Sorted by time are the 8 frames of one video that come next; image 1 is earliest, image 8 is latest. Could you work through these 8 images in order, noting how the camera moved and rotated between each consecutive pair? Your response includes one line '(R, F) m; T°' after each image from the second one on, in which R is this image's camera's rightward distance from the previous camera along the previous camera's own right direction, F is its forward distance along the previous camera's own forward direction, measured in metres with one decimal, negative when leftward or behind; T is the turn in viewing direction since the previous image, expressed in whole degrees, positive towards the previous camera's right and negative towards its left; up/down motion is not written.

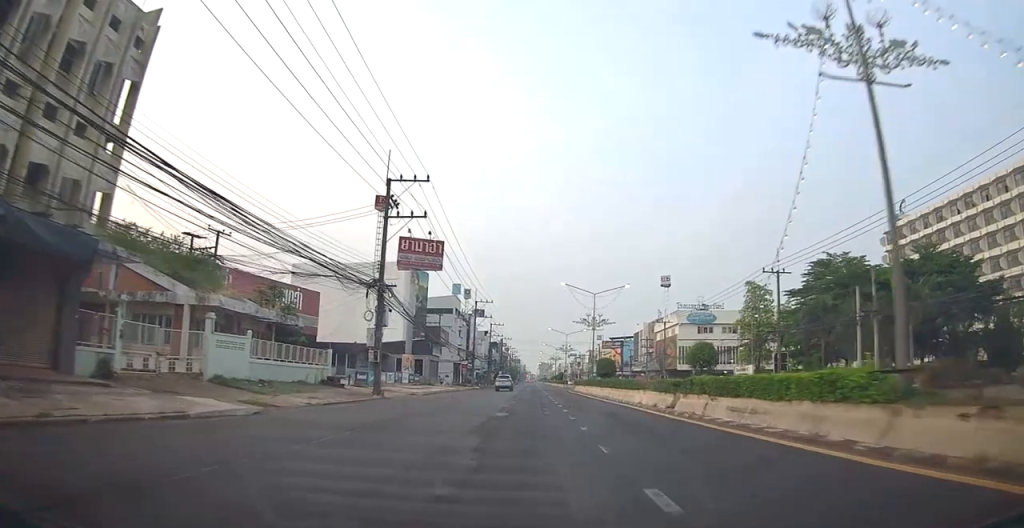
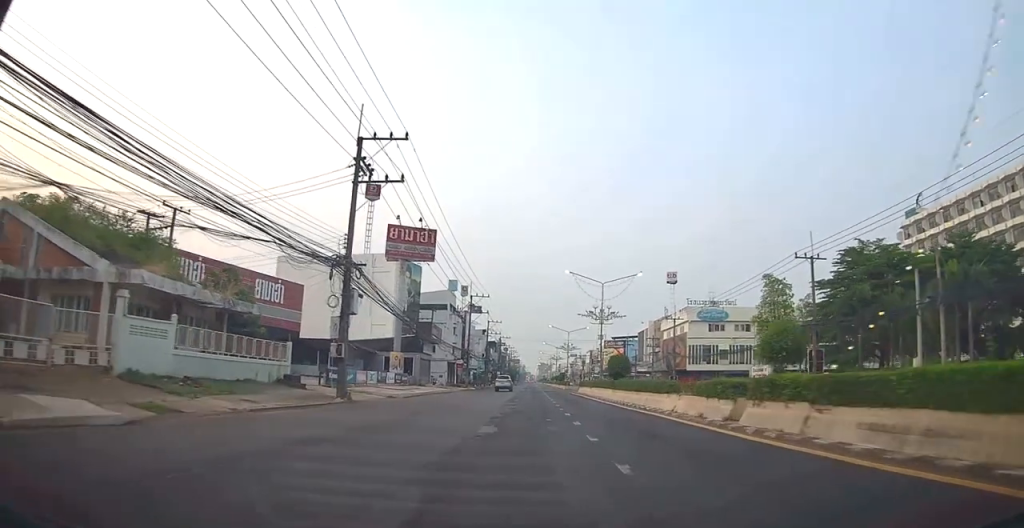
(0.0, +6.3) m; +1°
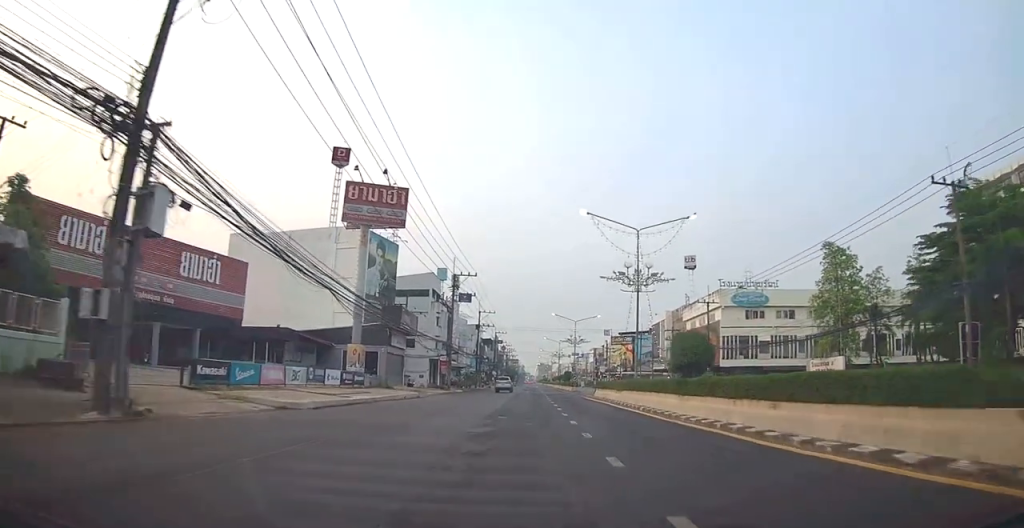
(+0.5, +16.6) m; +4°
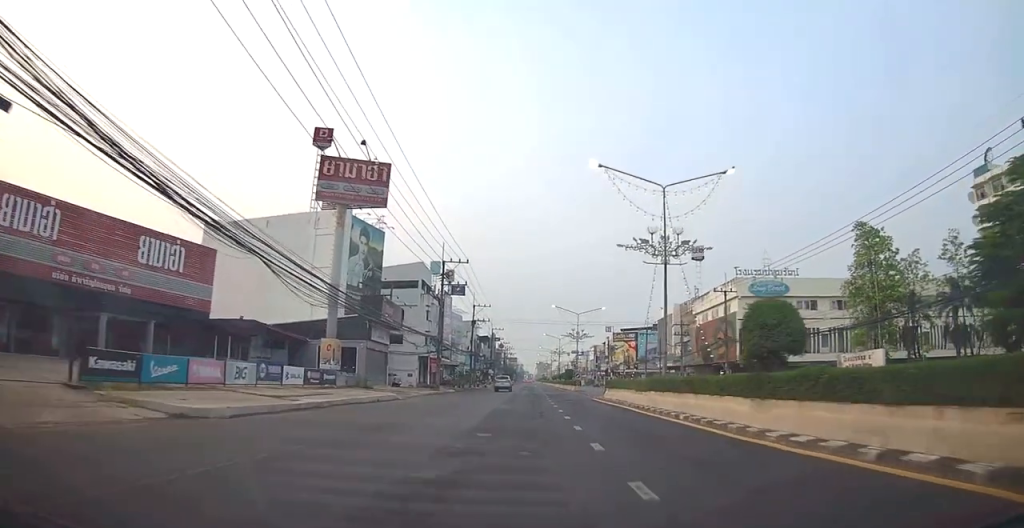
(+0.4, +6.9) m; 0°
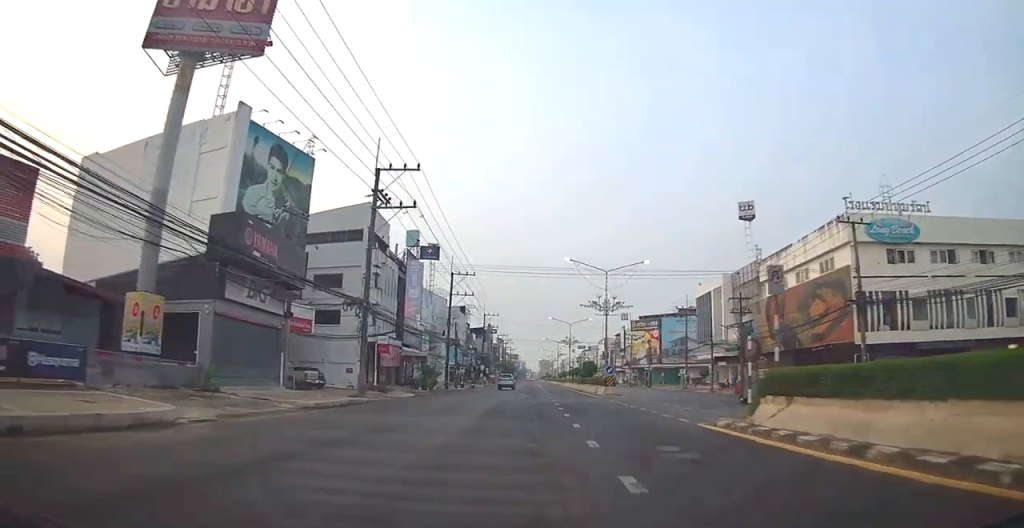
(-1.1, +25.6) m; -4°
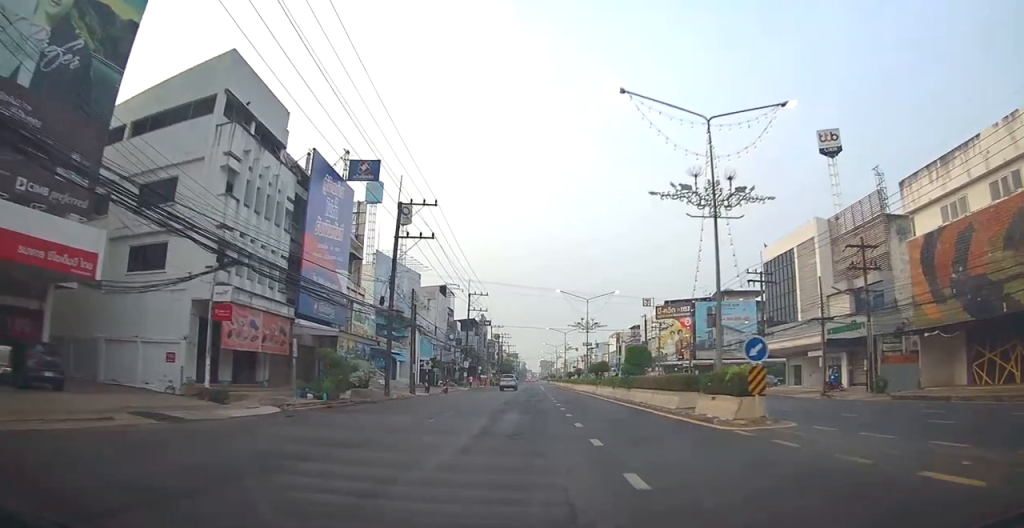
(-0.3, +25.4) m; -1°
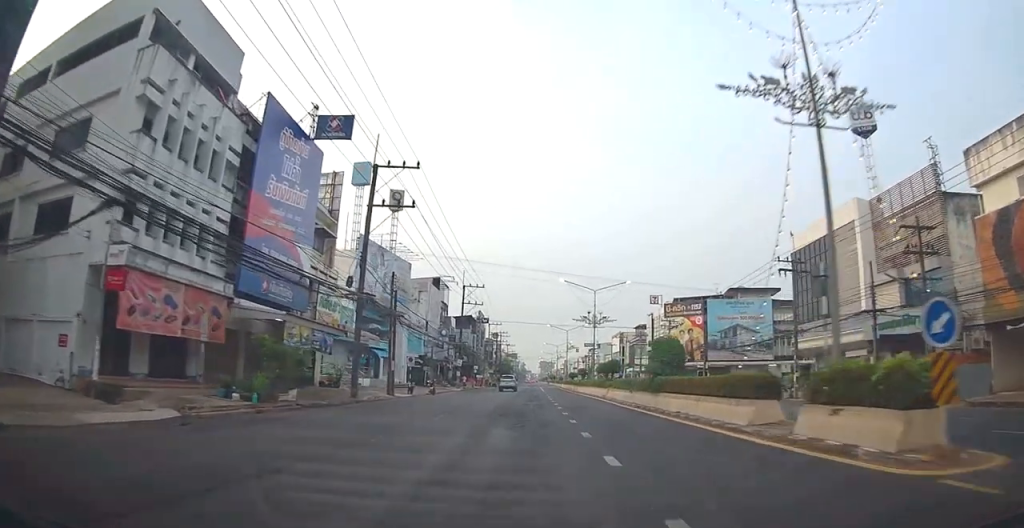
(0.0, +6.4) m; 0°
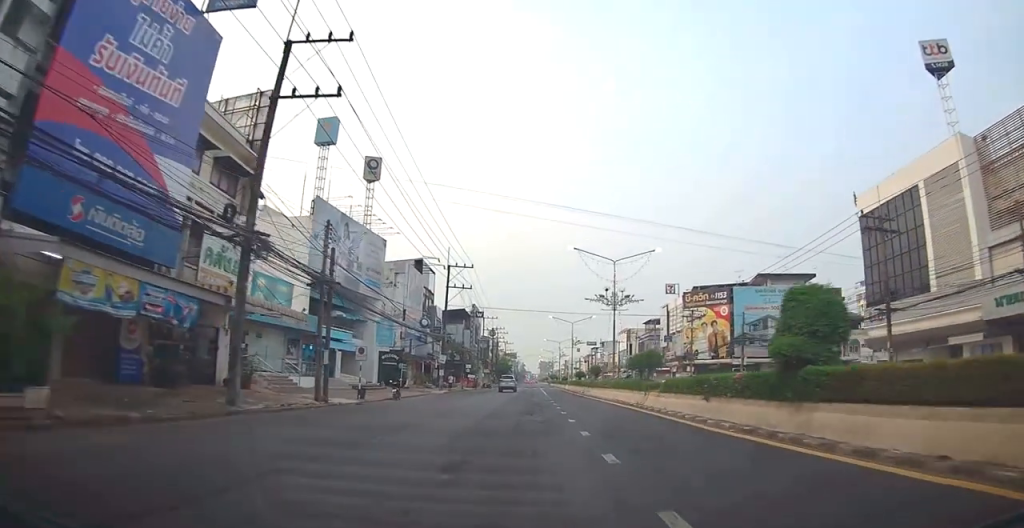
(0.0, +12.1) m; 0°
